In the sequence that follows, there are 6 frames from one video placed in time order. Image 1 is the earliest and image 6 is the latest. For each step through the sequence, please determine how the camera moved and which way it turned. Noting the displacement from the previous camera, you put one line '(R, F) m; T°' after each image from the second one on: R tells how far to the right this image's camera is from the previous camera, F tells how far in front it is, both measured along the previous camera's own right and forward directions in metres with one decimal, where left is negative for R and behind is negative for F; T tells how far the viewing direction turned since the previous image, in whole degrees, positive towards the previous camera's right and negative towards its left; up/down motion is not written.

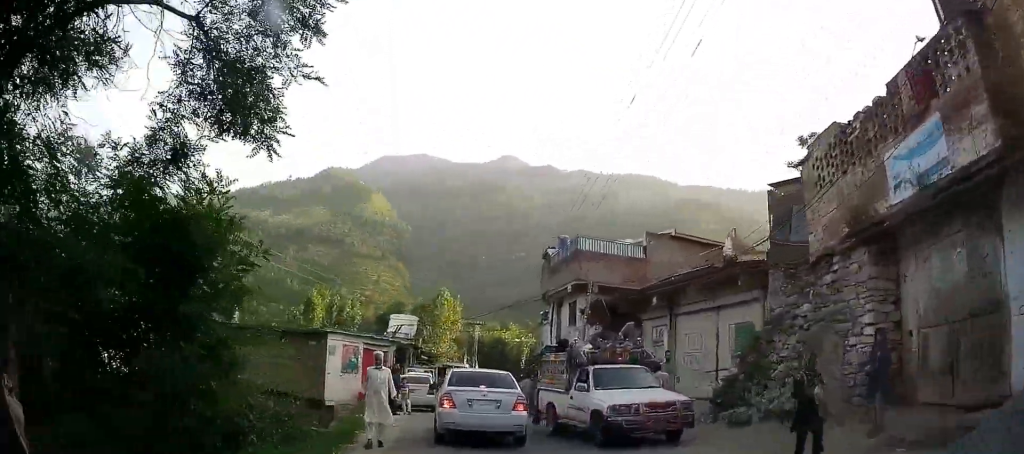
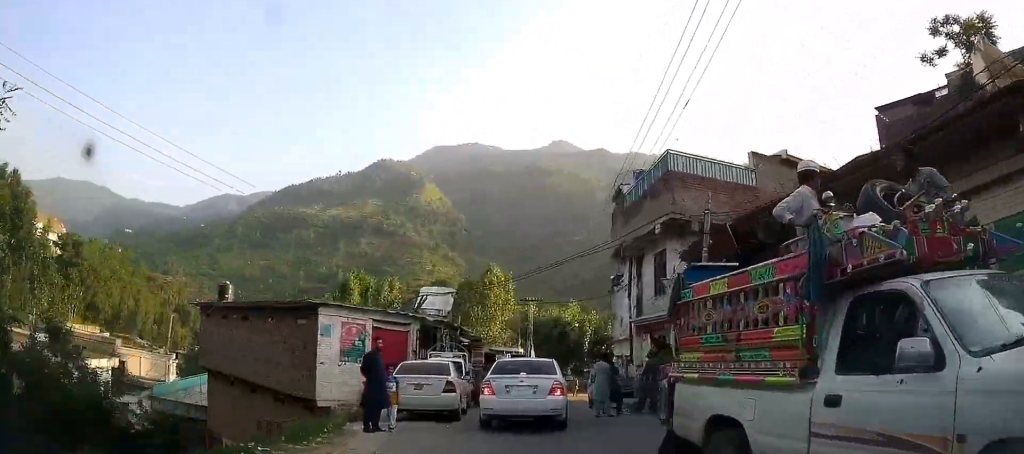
(-0.9, +9.3) m; -6°
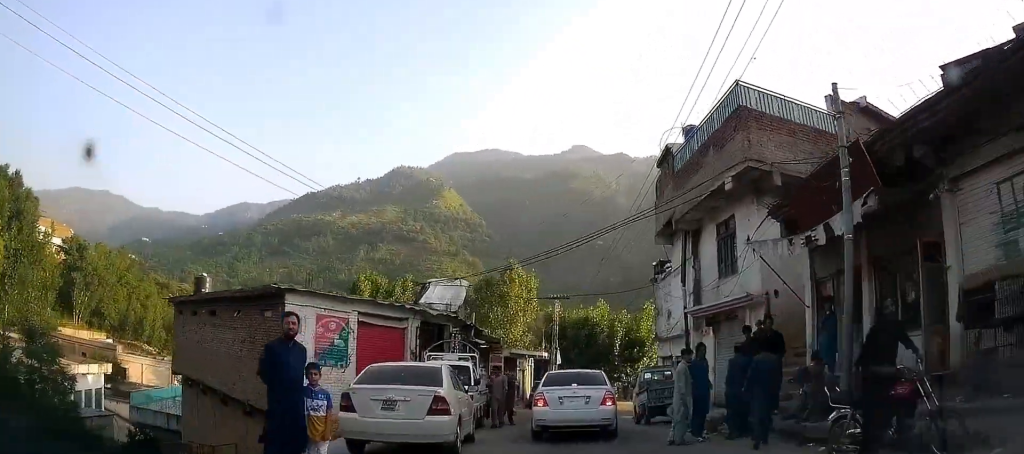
(-0.2, +5.3) m; +1°
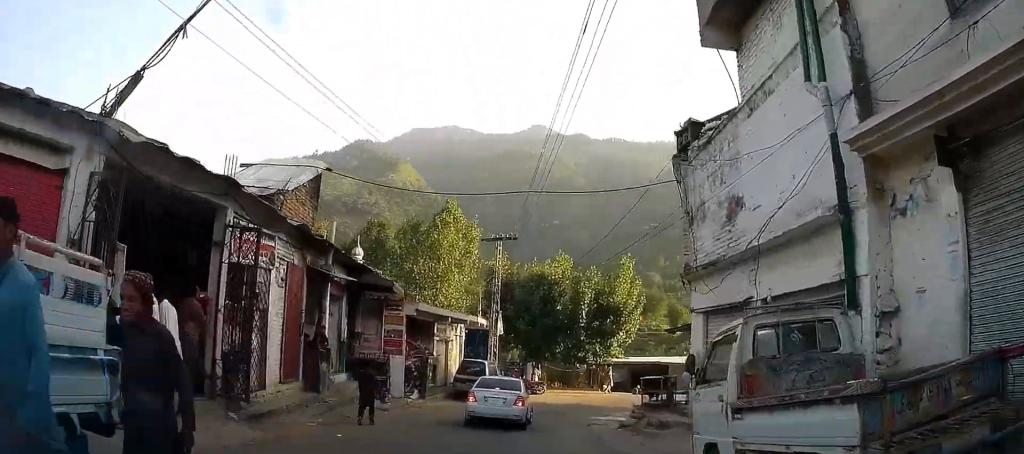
(+1.5, +13.9) m; +6°
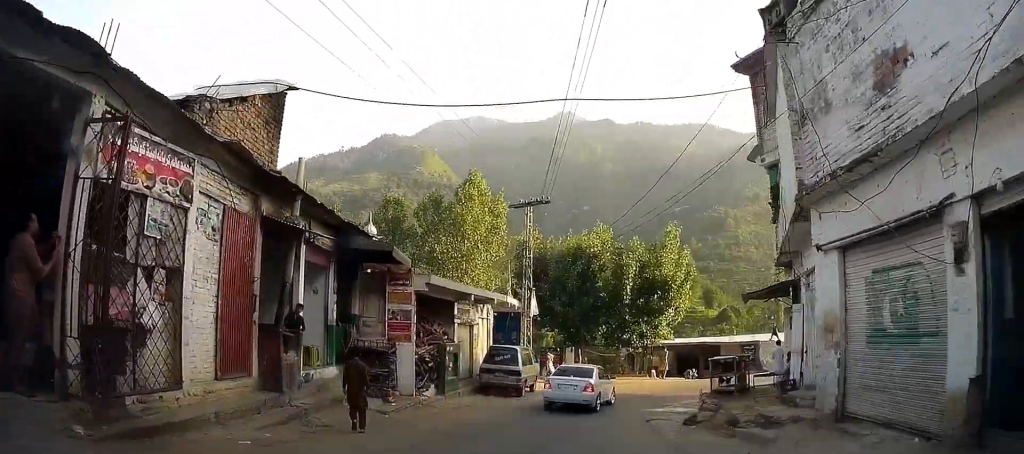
(-0.1, +4.5) m; -1°
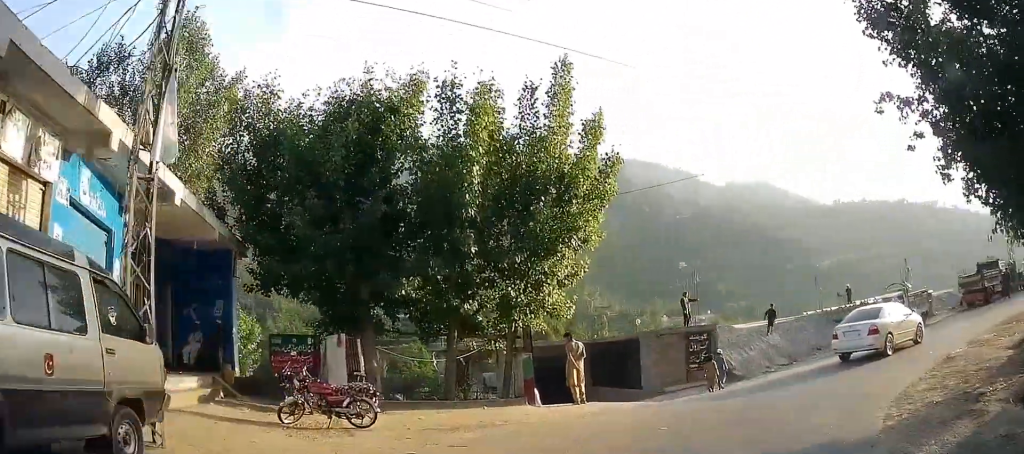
(-0.6, +19.2) m; +11°
